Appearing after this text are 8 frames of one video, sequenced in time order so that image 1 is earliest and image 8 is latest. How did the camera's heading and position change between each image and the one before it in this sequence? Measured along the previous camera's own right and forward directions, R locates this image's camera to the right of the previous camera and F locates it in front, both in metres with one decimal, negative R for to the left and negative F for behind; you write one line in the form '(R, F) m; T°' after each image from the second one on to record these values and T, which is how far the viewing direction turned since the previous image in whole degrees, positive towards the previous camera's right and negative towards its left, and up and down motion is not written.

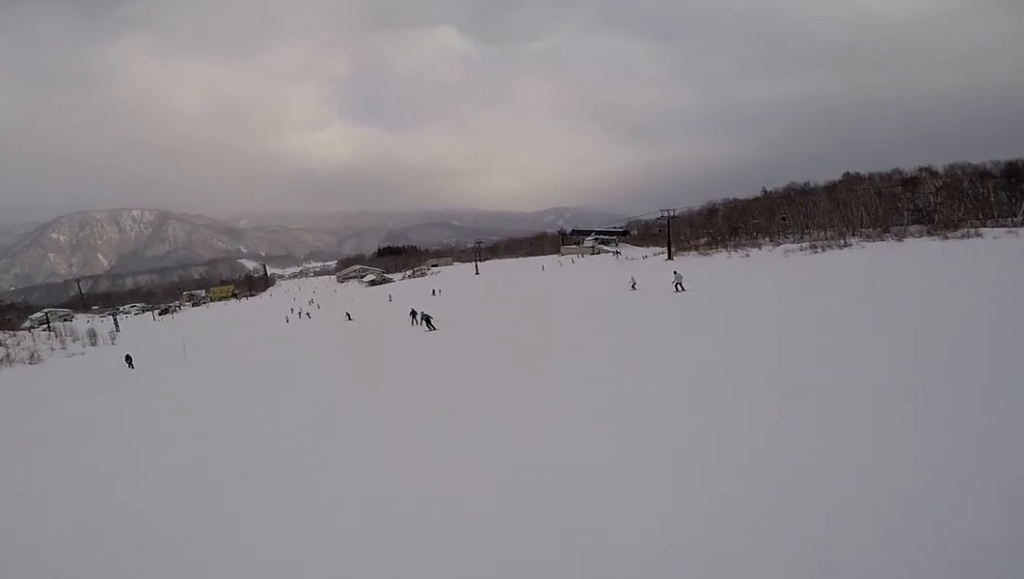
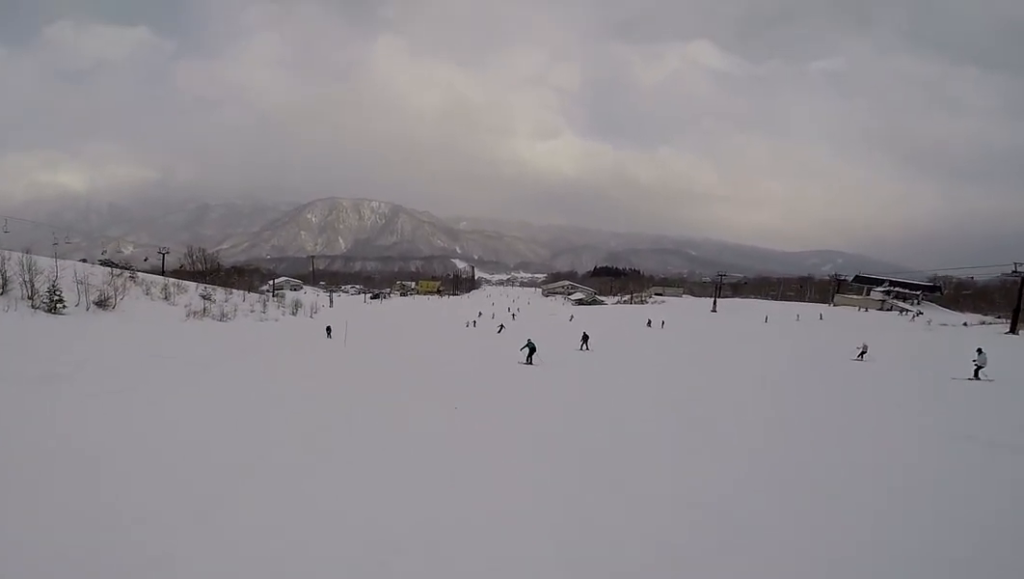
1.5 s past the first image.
(-2.4, +9.3) m; -21°
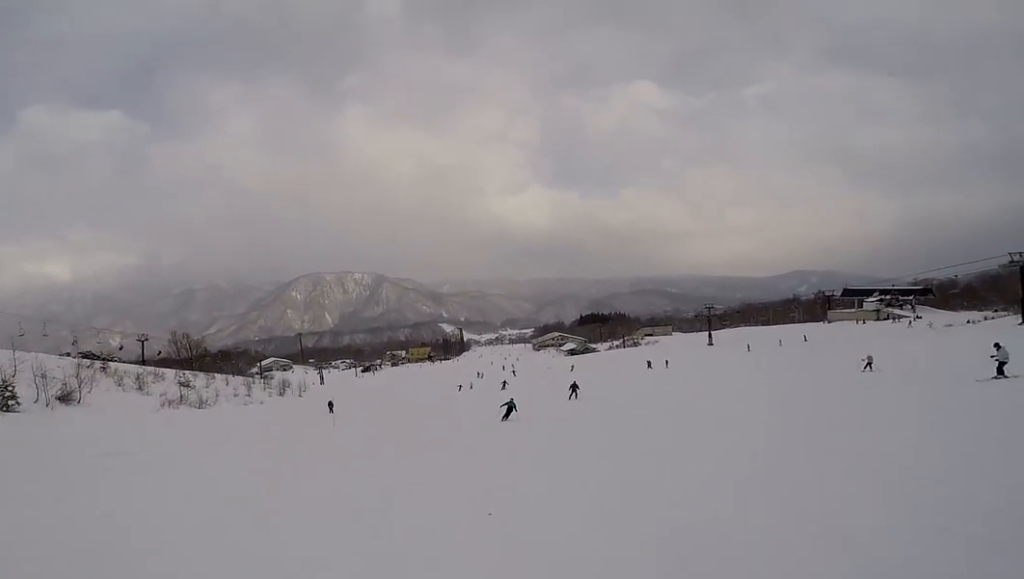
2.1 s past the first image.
(+0.3, +4.9) m; +5°
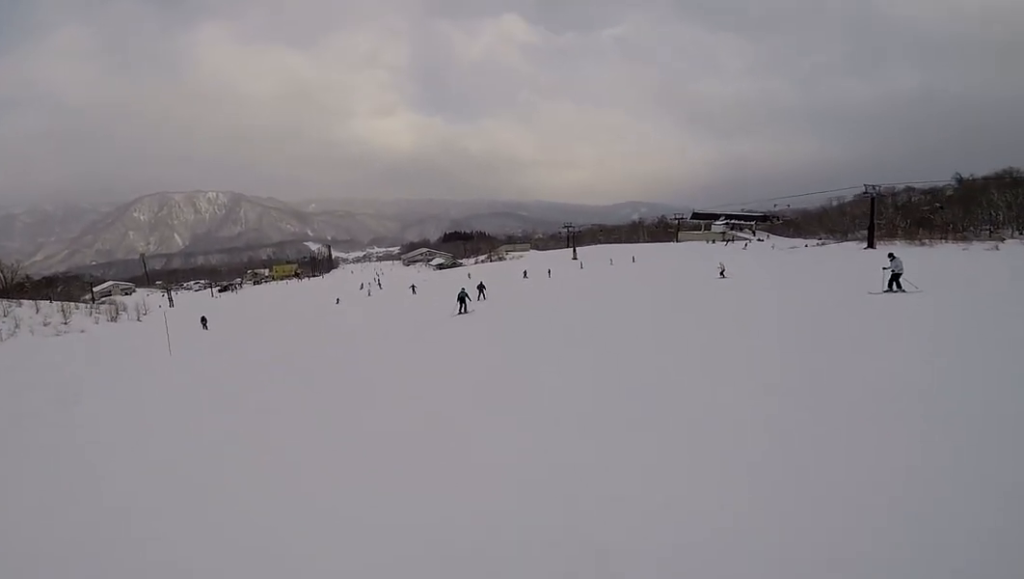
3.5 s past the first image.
(+0.9, +9.8) m; +7°
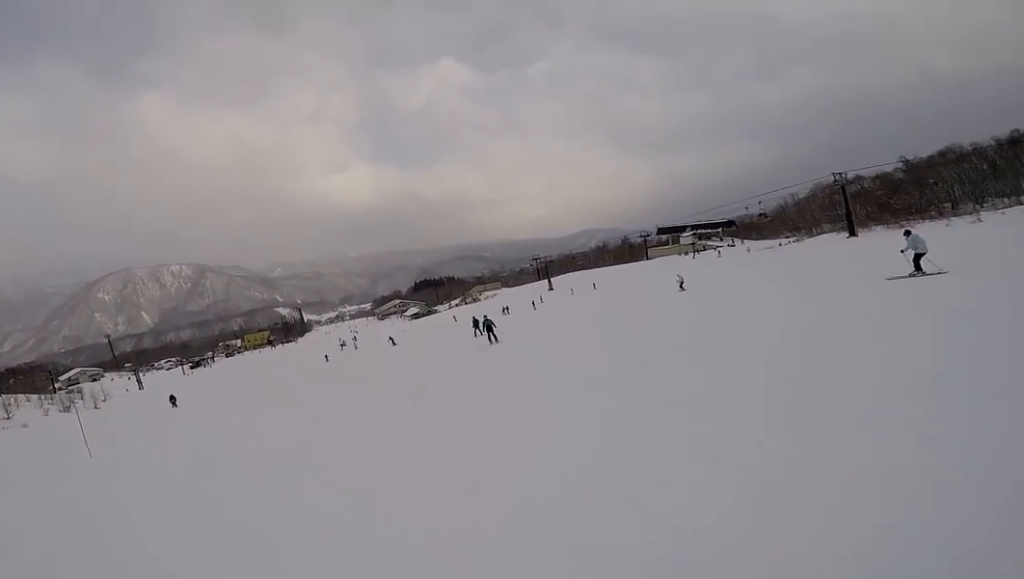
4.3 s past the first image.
(0.0, +5.6) m; -4°
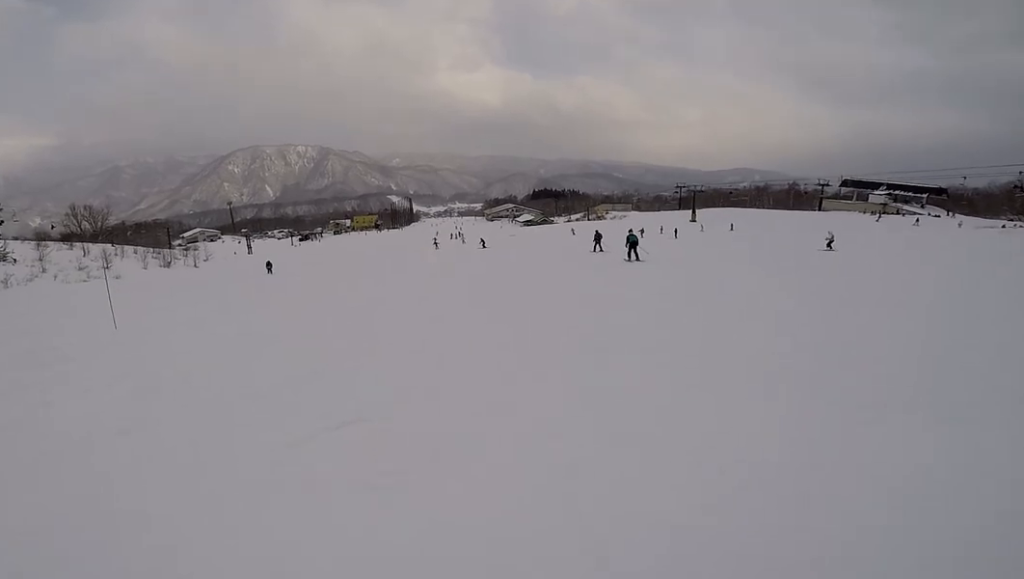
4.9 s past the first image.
(-0.2, +4.6) m; -4°
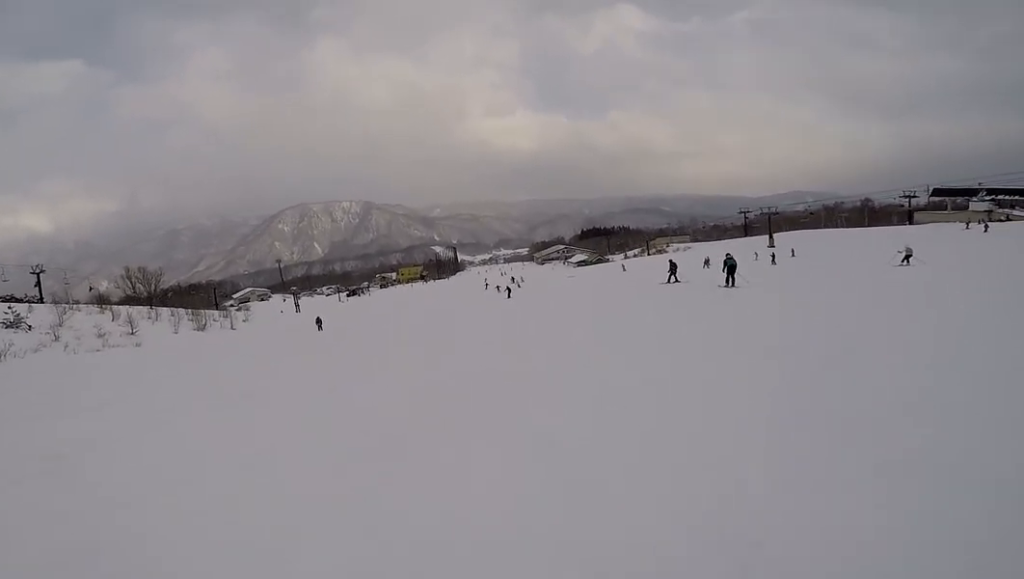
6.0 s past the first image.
(-0.5, +7.2) m; +3°
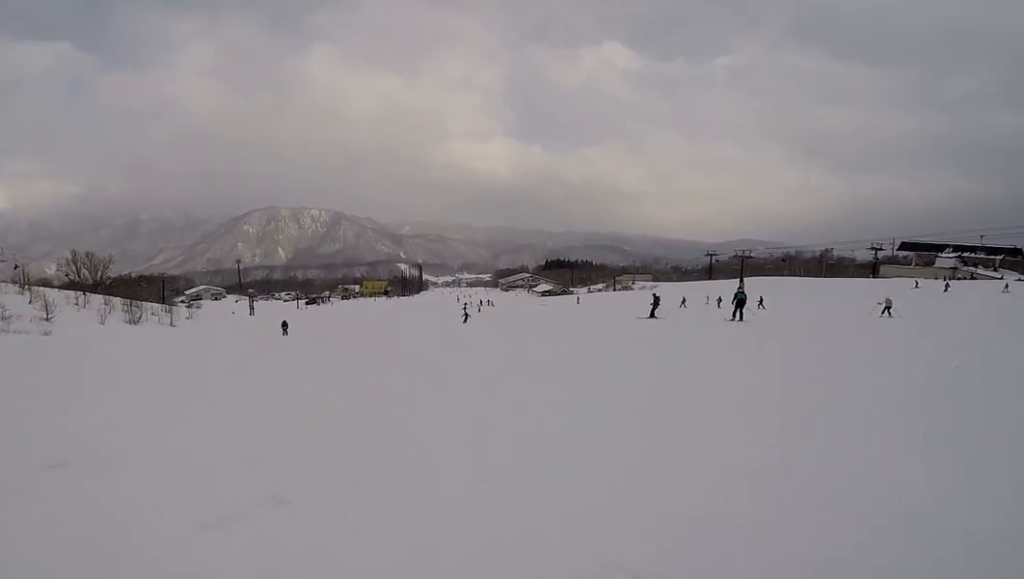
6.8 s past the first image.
(+0.3, +5.1) m; +12°
